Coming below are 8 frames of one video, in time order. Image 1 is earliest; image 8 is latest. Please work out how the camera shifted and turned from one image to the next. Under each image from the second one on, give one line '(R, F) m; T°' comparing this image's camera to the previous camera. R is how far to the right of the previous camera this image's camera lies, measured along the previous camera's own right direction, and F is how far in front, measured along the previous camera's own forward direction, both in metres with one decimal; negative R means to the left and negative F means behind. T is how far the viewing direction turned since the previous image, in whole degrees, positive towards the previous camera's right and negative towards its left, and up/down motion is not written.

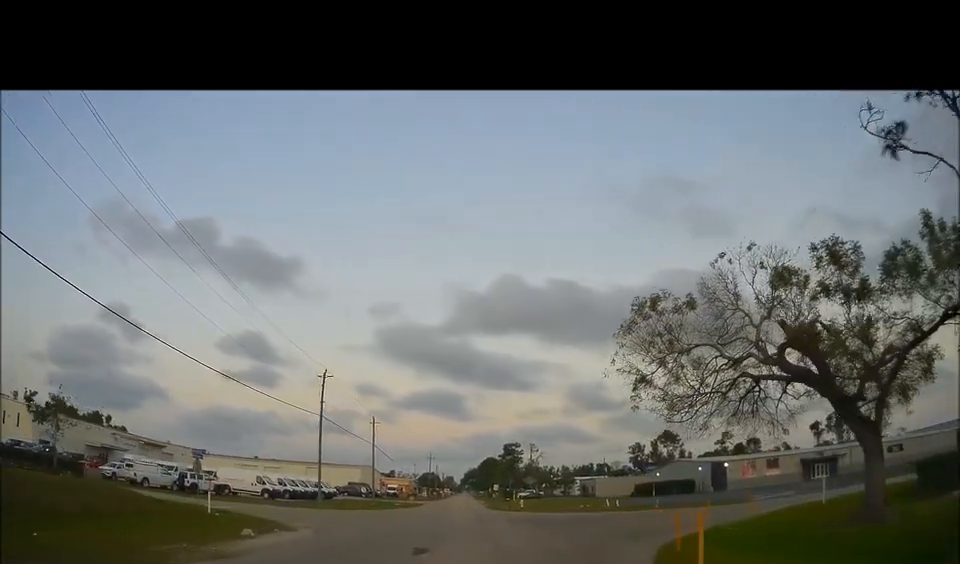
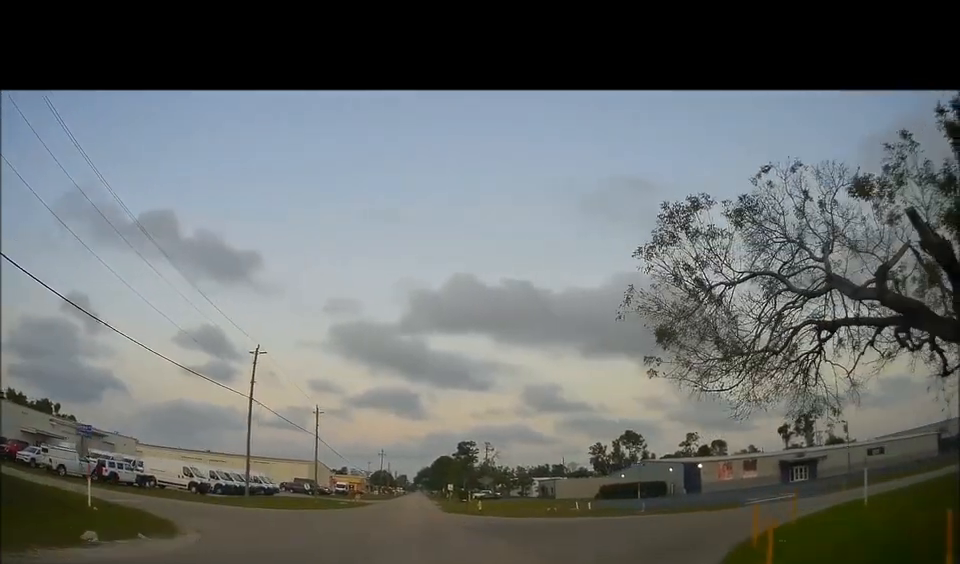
(+0.4, +6.7) m; +4°
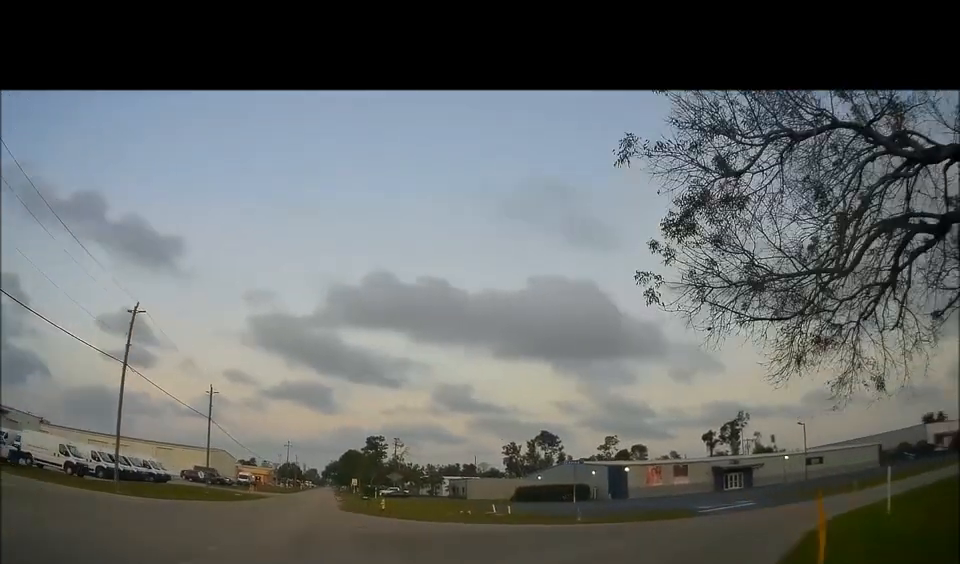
(+0.1, +6.8) m; +5°
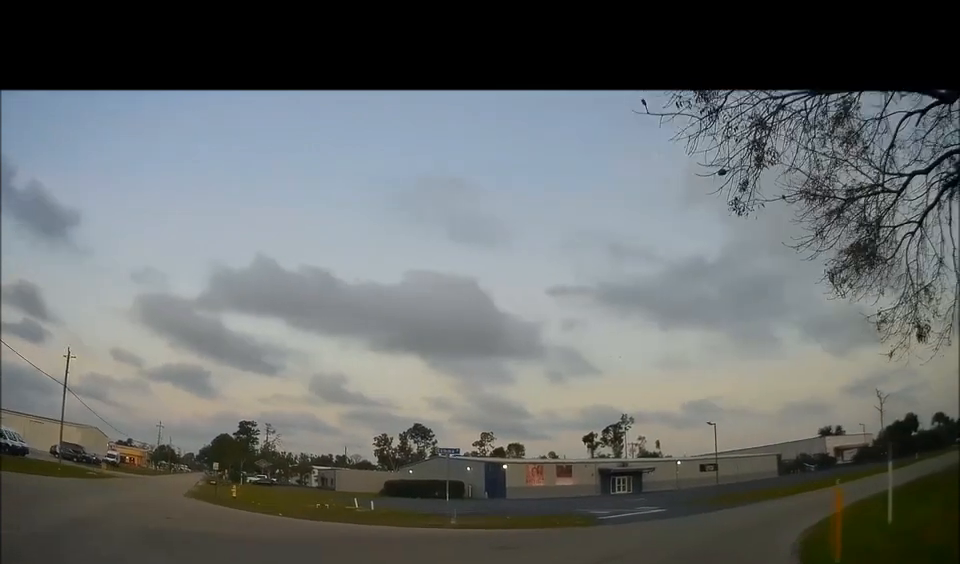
(+0.4, +5.8) m; +7°
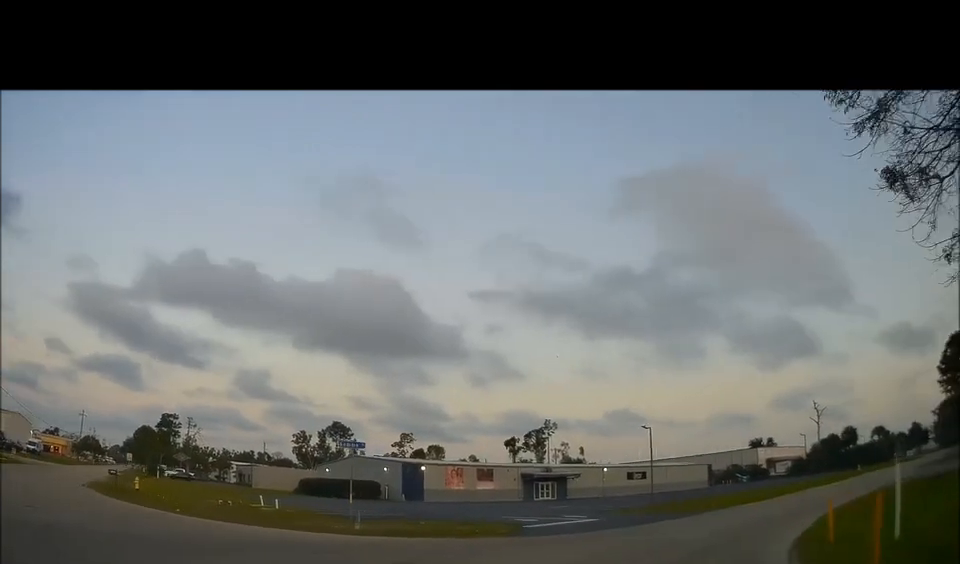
(+0.1, +3.0) m; +6°
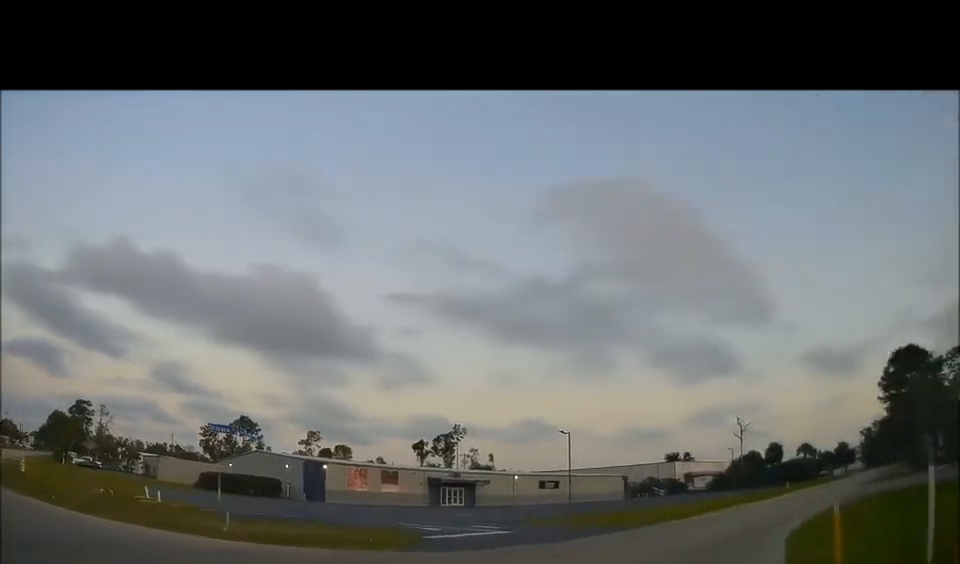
(0.0, +3.1) m; +11°
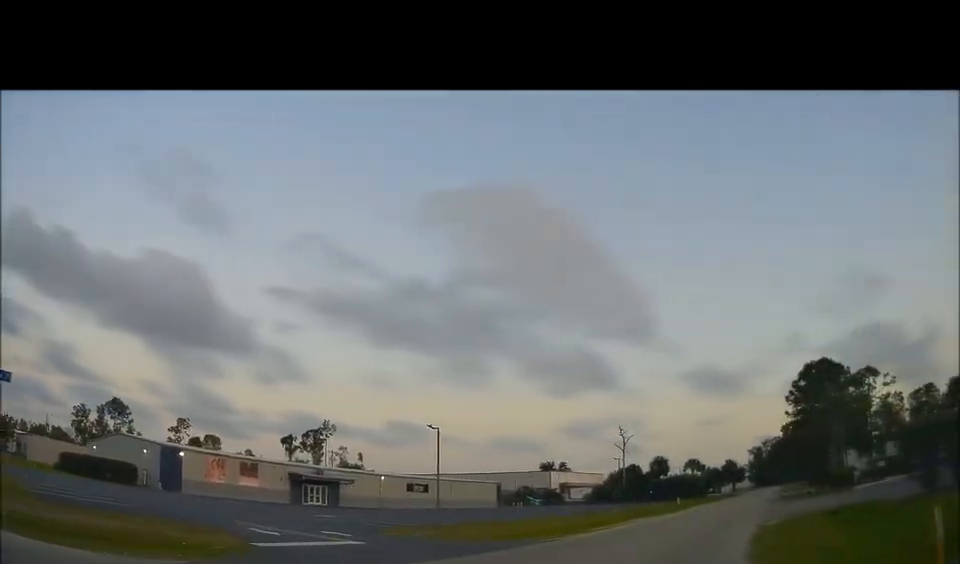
(+0.8, +4.3) m; +13°
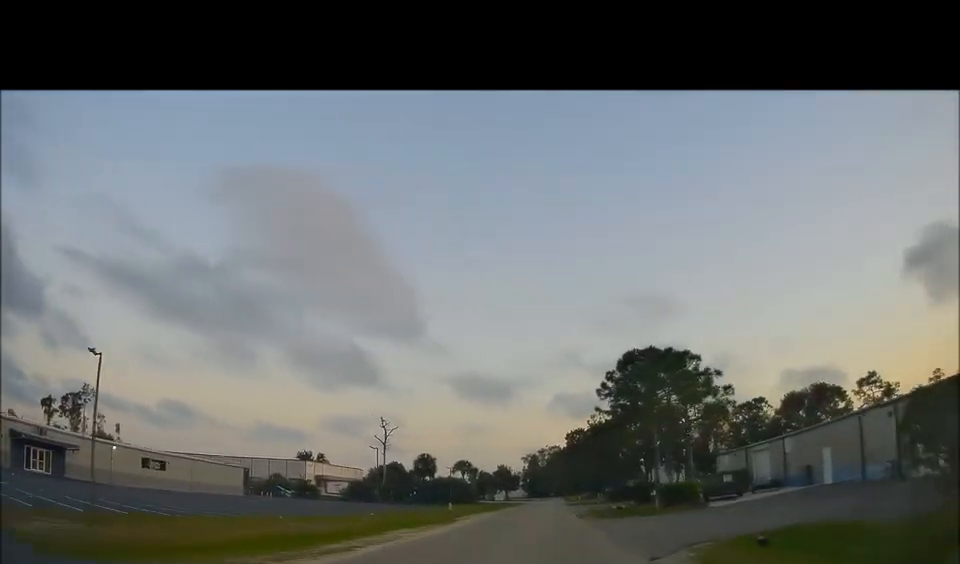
(+2.5, +10.8) m; +25°
